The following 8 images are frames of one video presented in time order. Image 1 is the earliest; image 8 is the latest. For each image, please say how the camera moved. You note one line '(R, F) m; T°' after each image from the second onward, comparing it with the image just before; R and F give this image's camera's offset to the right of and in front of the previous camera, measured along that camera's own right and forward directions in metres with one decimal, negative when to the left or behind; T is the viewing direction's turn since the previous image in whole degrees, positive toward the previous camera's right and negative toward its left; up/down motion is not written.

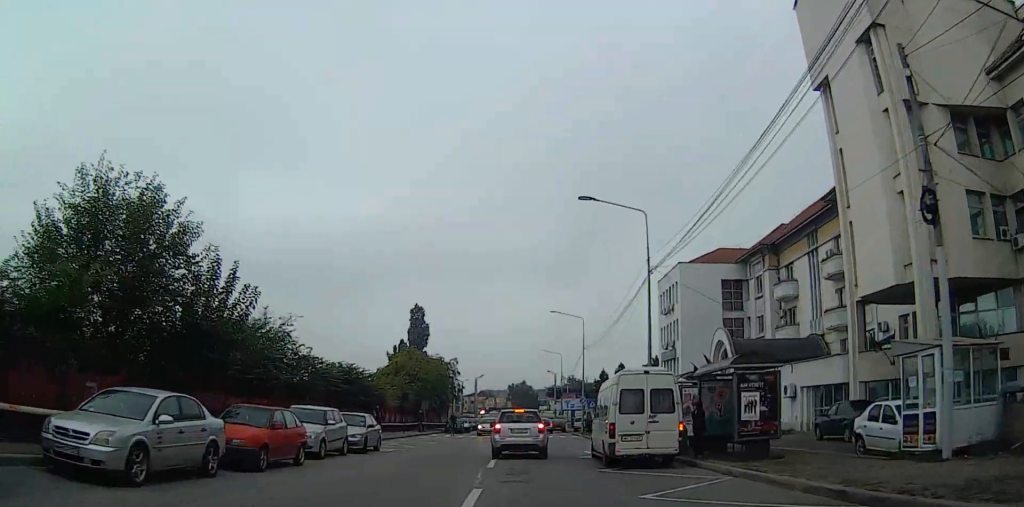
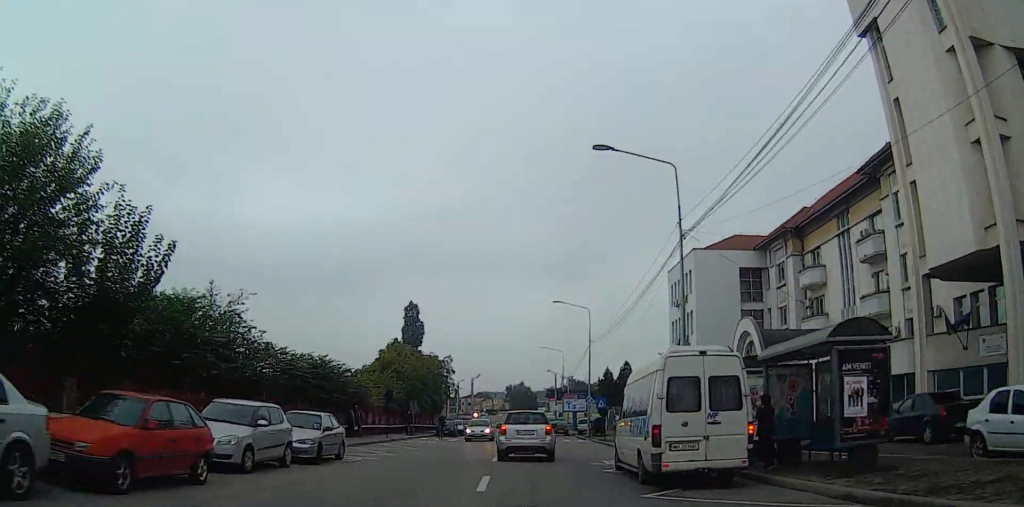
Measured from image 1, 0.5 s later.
(+0.4, +5.2) m; +3°
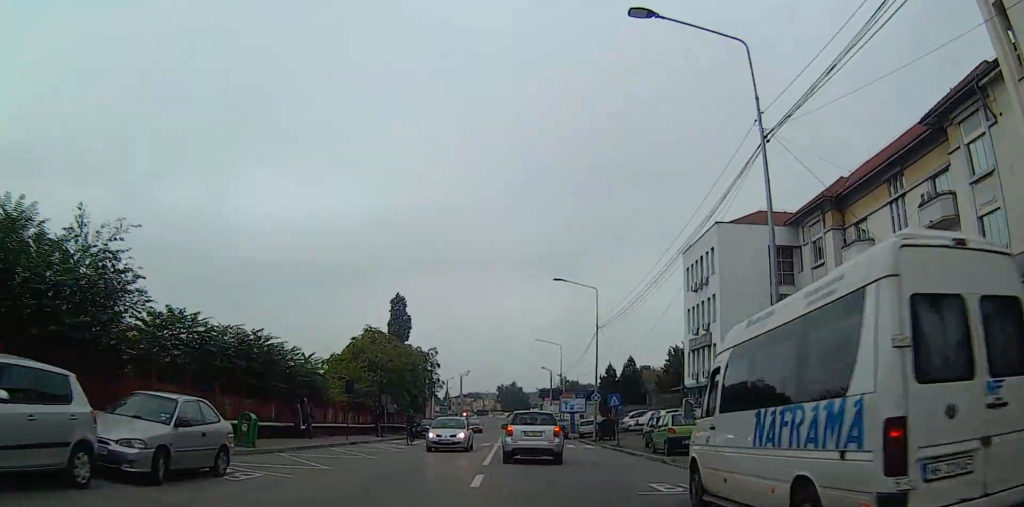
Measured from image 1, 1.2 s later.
(+0.1, +7.9) m; +1°
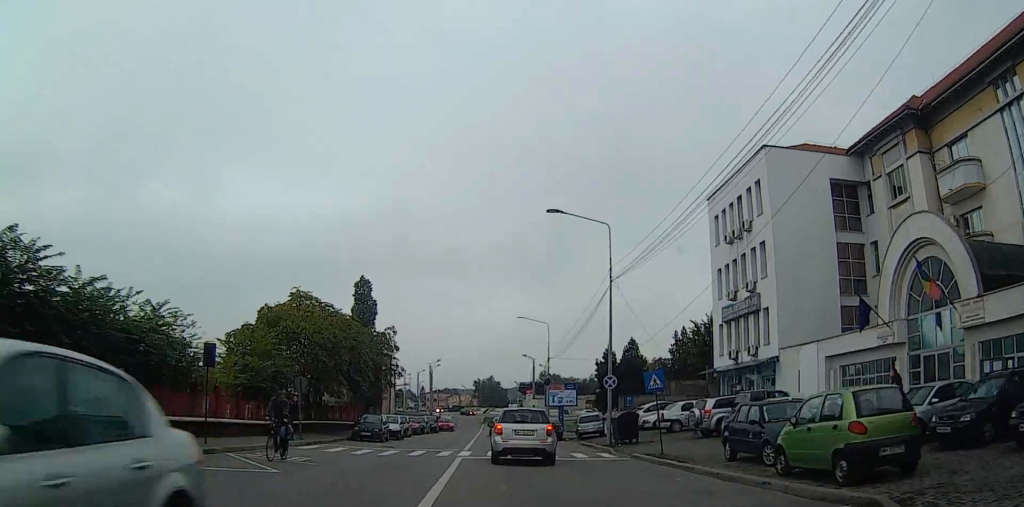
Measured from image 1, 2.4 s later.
(0.0, +15.5) m; +4°
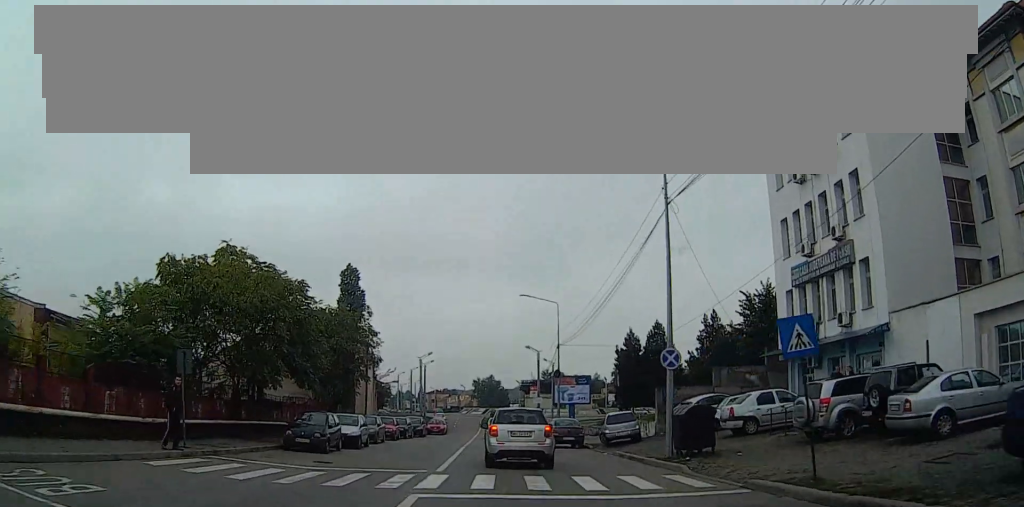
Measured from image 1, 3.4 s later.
(+0.9, +13.5) m; +5°
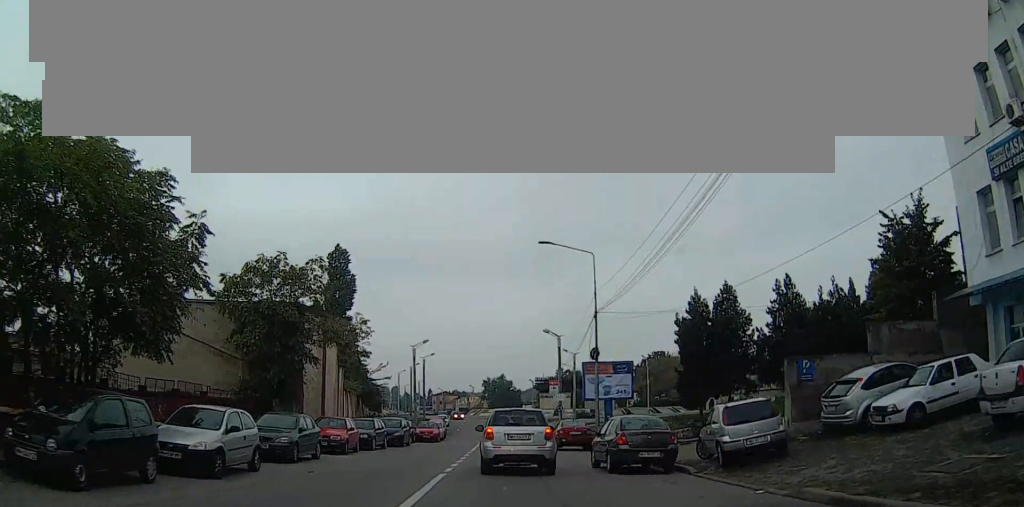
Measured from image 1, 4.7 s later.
(+0.2, +17.7) m; 0°
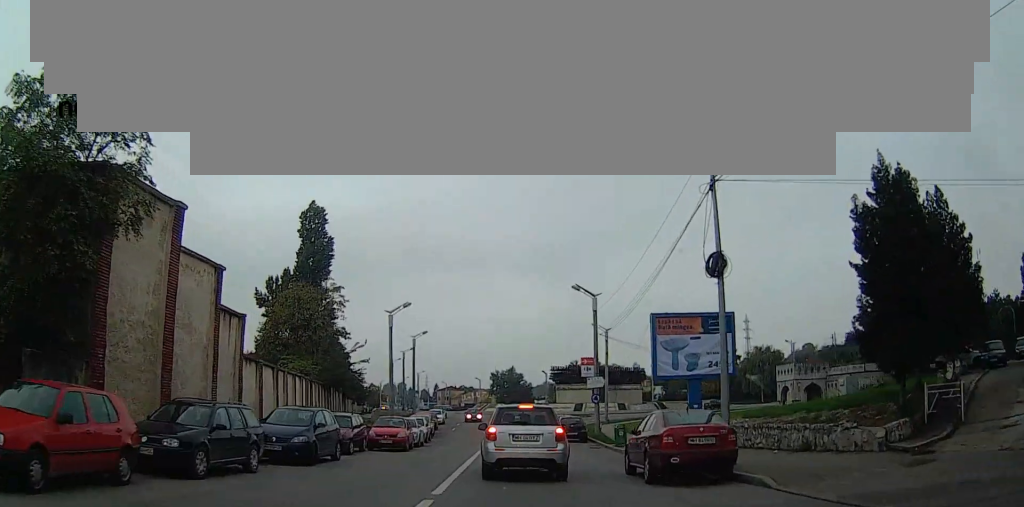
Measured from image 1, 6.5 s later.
(+0.3, +21.7) m; -3°
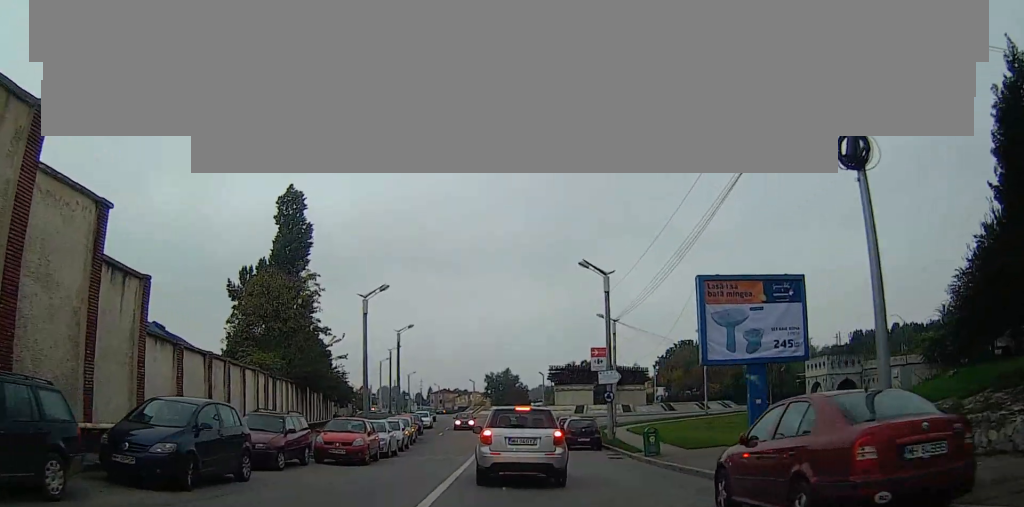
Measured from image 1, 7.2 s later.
(-0.6, +8.0) m; -5°
